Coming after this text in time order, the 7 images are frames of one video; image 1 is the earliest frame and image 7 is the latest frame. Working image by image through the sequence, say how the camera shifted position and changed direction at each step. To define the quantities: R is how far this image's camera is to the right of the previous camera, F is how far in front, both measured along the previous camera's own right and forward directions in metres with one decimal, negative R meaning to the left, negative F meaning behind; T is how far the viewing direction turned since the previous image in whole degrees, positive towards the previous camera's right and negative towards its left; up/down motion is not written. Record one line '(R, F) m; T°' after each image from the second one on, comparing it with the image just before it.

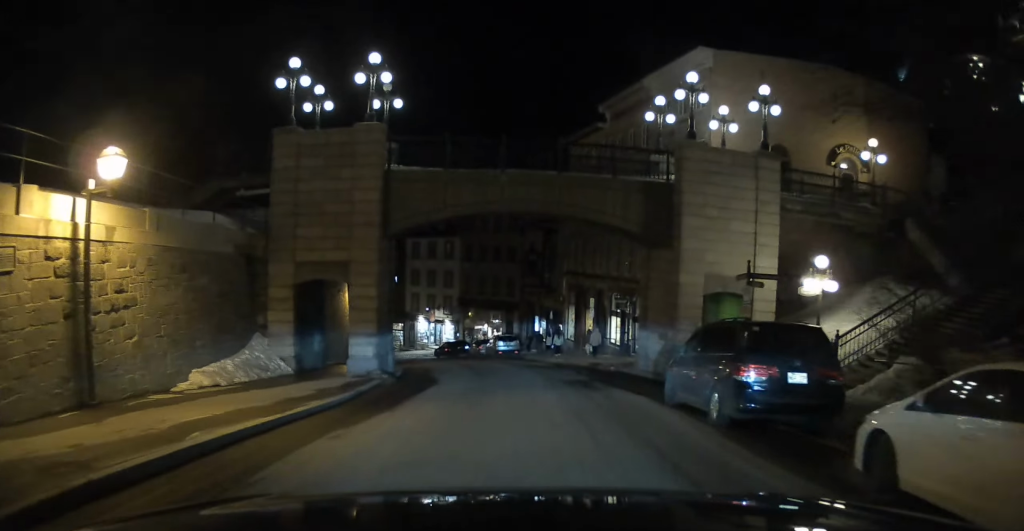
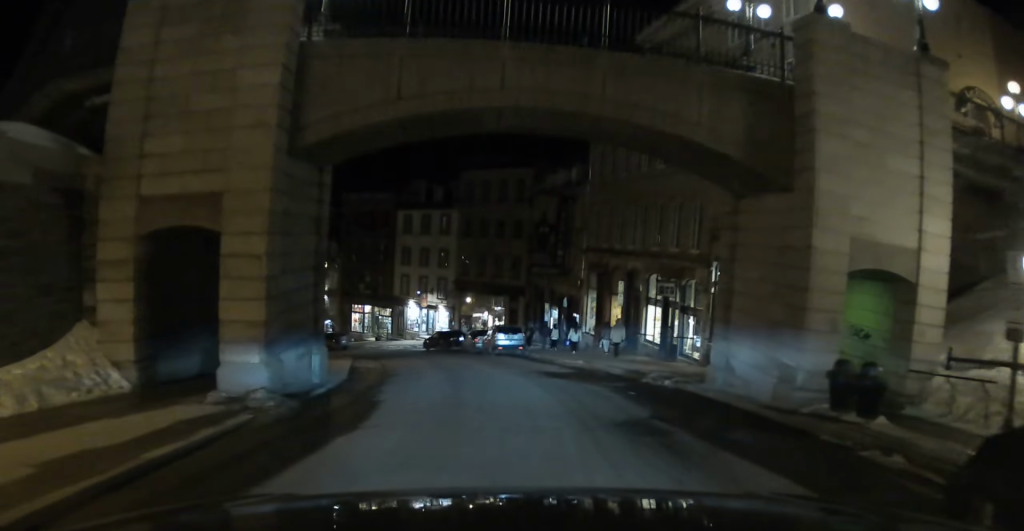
(+0.2, +9.5) m; -1°
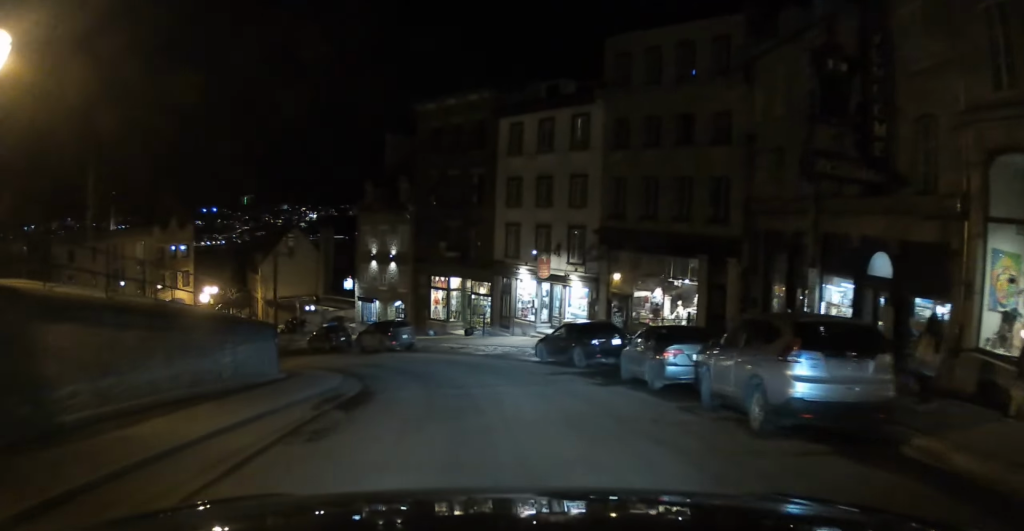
(-1.2, +25.5) m; -12°
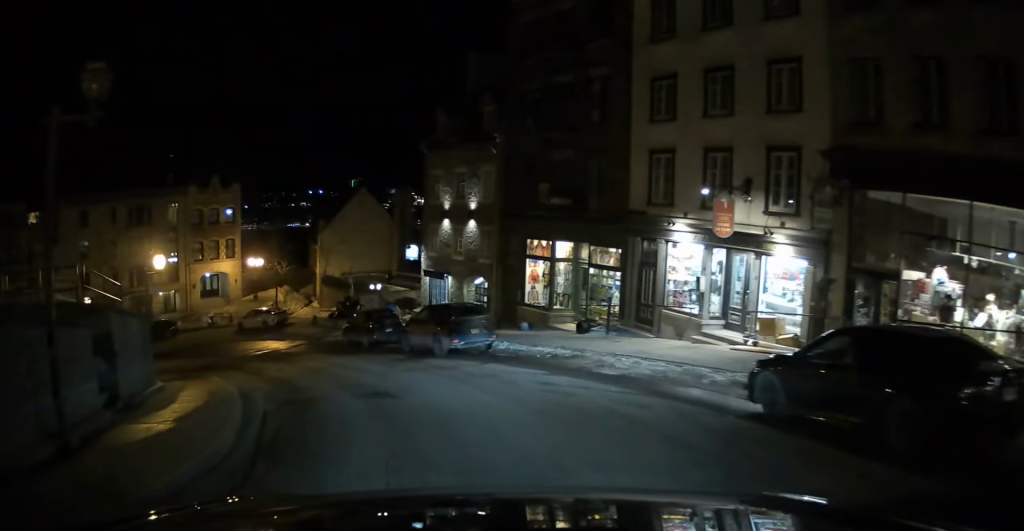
(-1.0, +14.1) m; -13°
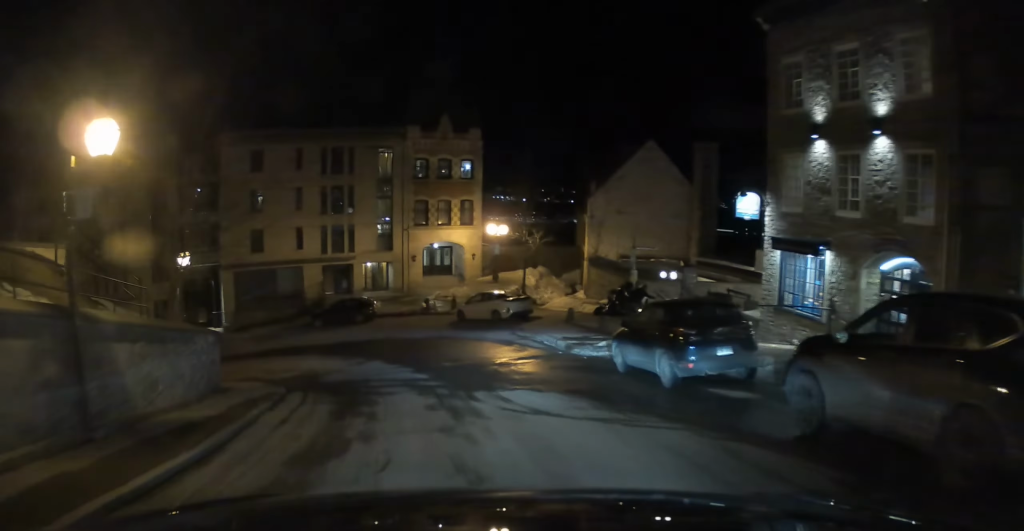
(-2.3, +16.0) m; -19°
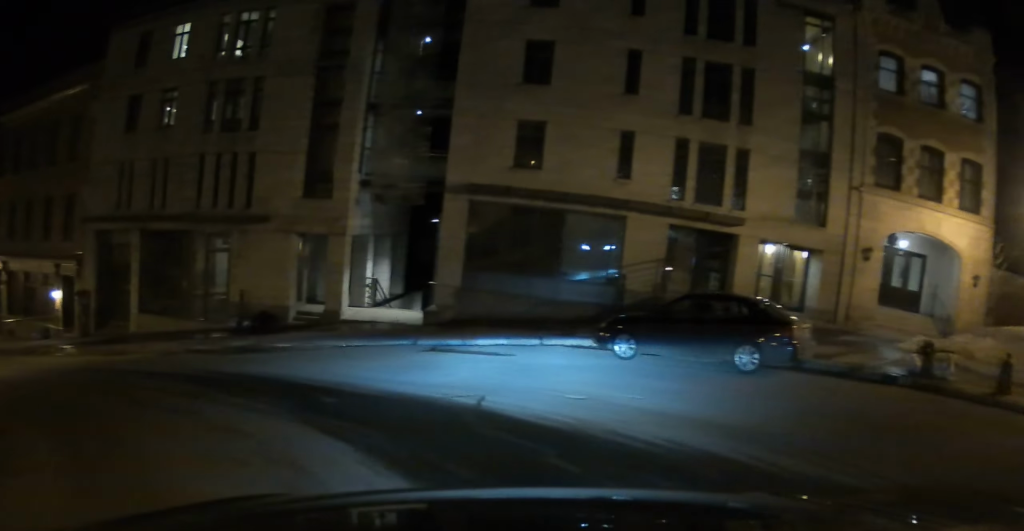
(-8.1, +22.6) m; -47°
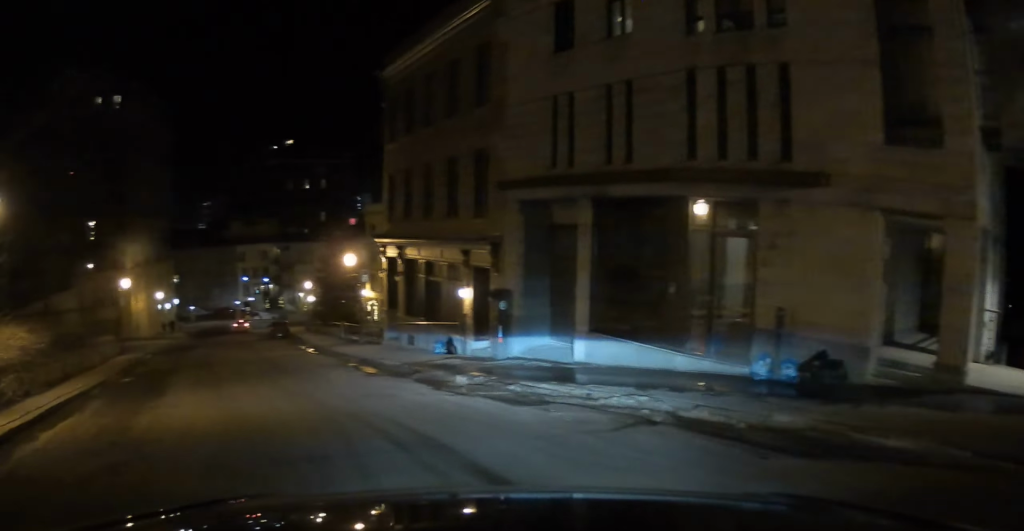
(-1.0, +11.1) m; -30°
